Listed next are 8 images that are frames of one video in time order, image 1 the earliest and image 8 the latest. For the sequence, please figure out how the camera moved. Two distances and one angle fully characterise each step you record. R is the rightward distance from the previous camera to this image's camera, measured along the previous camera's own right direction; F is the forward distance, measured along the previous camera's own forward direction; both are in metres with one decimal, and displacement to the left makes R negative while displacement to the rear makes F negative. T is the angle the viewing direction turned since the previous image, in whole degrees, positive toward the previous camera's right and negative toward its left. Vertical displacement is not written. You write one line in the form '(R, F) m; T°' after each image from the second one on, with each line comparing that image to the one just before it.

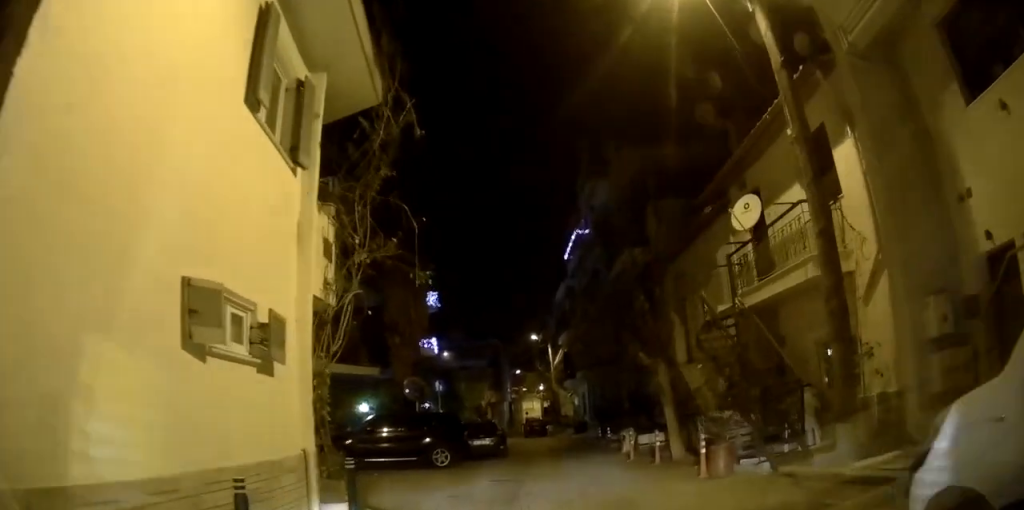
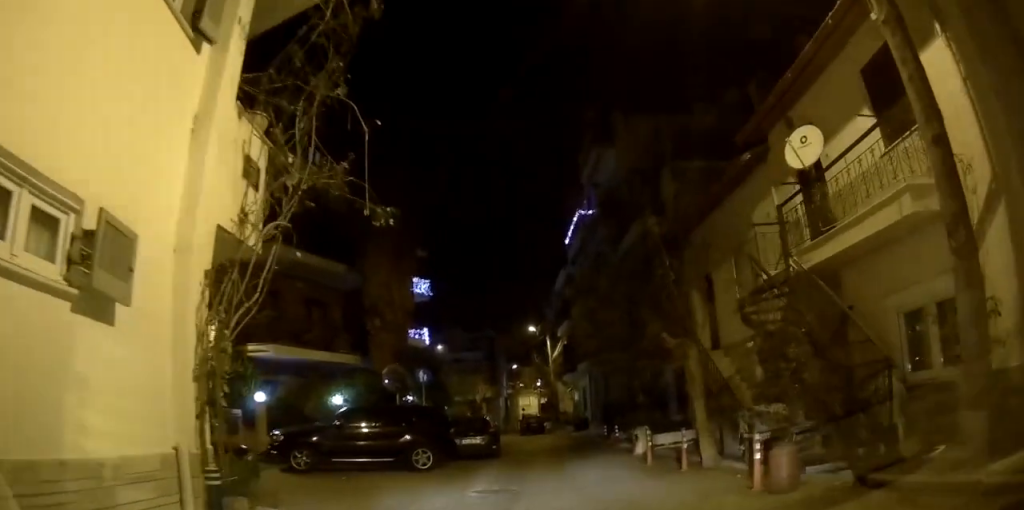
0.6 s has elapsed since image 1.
(-0.1, +1.9) m; 0°
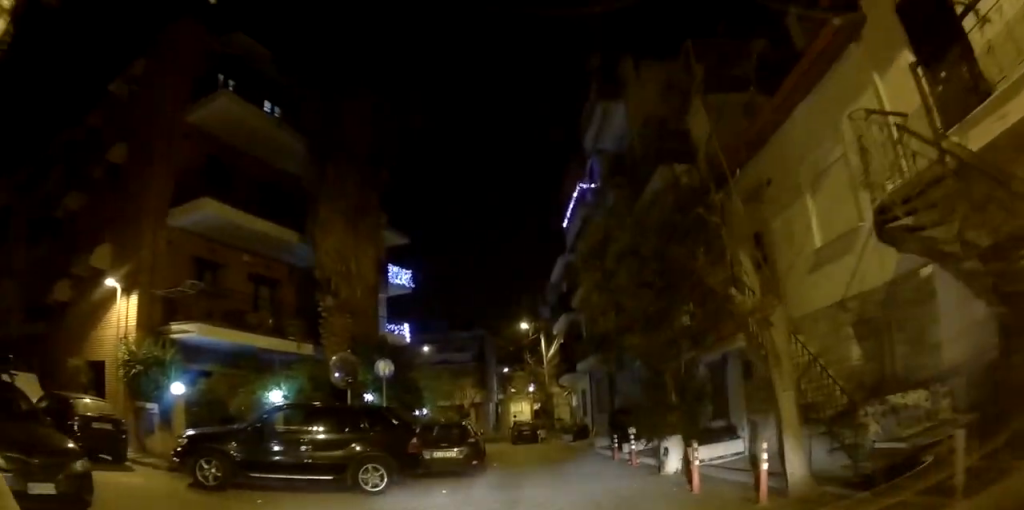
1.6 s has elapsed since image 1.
(+0.1, +3.0) m; 0°
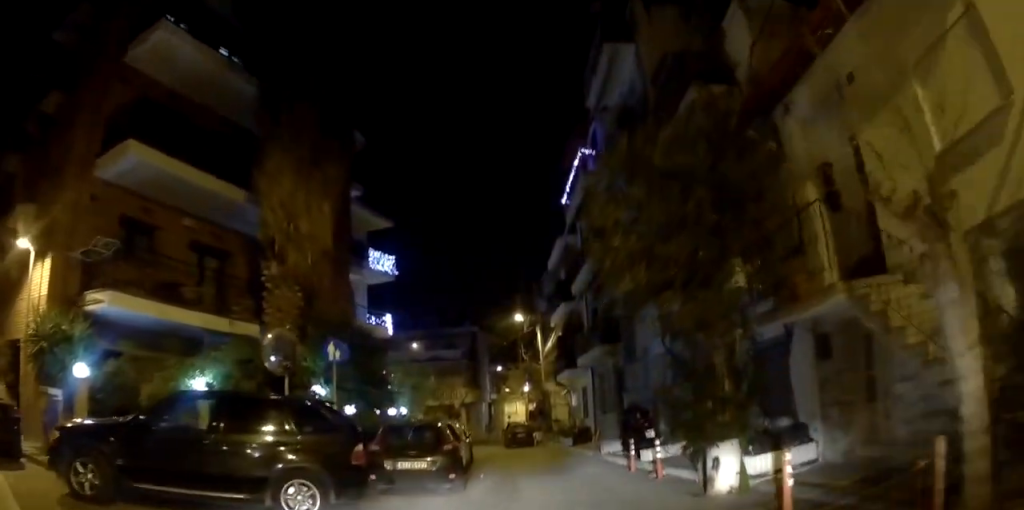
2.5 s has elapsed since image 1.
(-0.1, +2.7) m; -6°
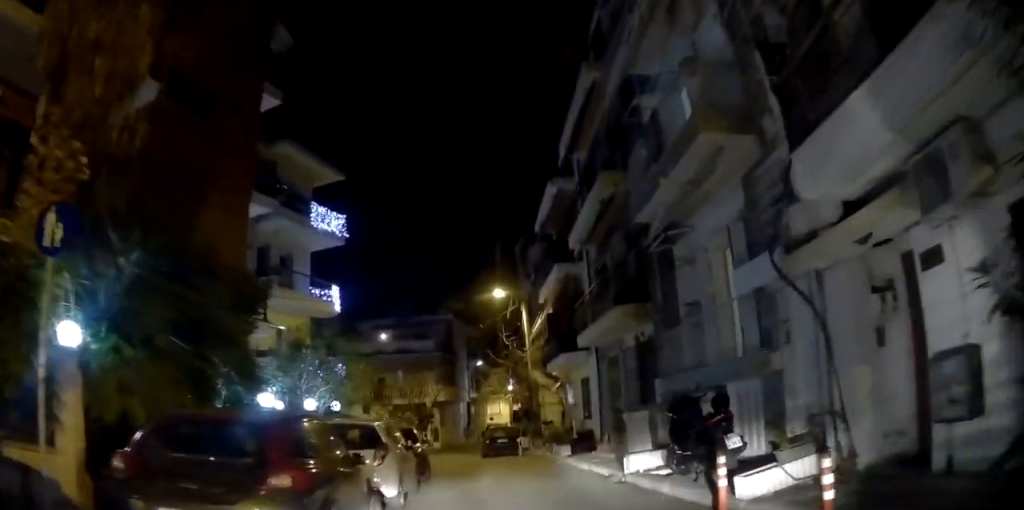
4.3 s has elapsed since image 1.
(-0.2, +6.4) m; -4°
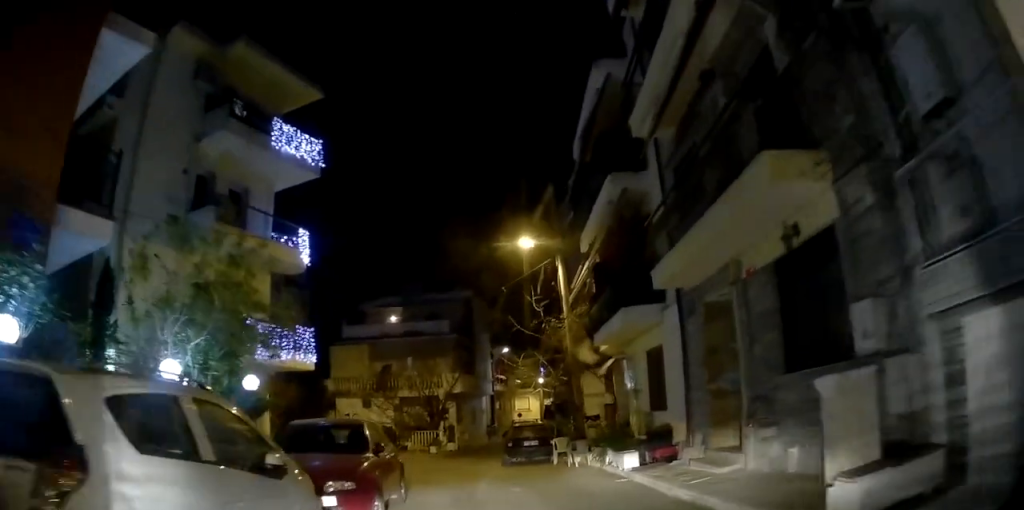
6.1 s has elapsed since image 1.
(+0.2, +8.7) m; +6°
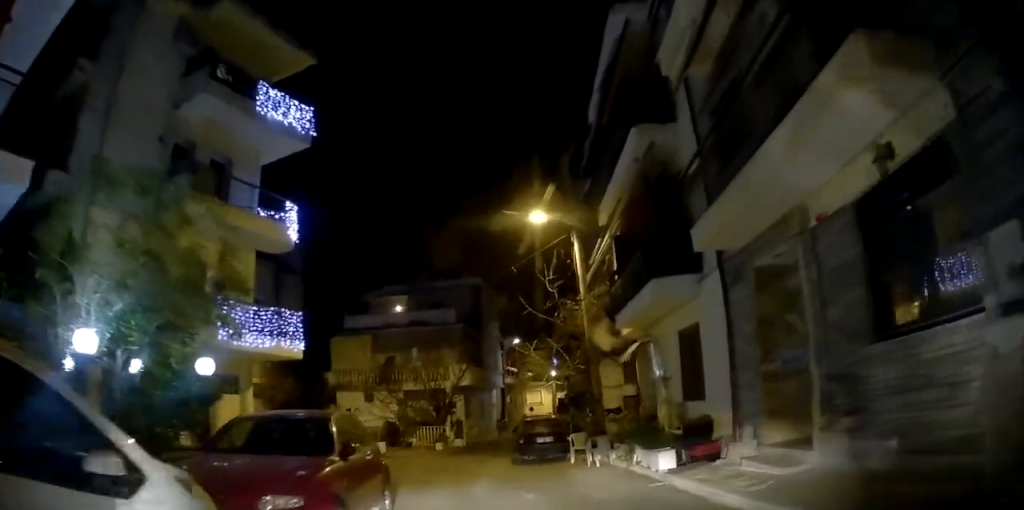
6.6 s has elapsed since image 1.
(+0.1, +2.3) m; +3°
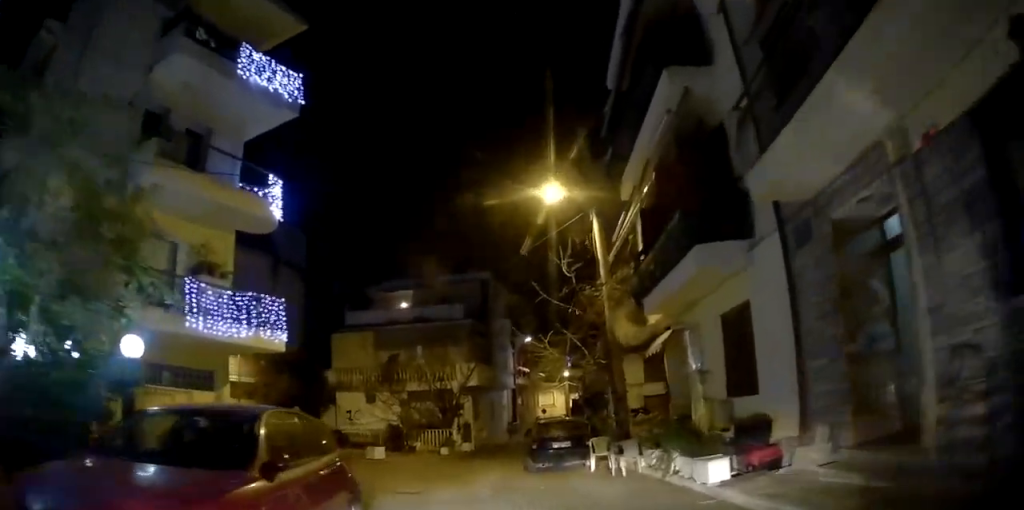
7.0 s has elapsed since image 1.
(0.0, +2.3) m; +1°
